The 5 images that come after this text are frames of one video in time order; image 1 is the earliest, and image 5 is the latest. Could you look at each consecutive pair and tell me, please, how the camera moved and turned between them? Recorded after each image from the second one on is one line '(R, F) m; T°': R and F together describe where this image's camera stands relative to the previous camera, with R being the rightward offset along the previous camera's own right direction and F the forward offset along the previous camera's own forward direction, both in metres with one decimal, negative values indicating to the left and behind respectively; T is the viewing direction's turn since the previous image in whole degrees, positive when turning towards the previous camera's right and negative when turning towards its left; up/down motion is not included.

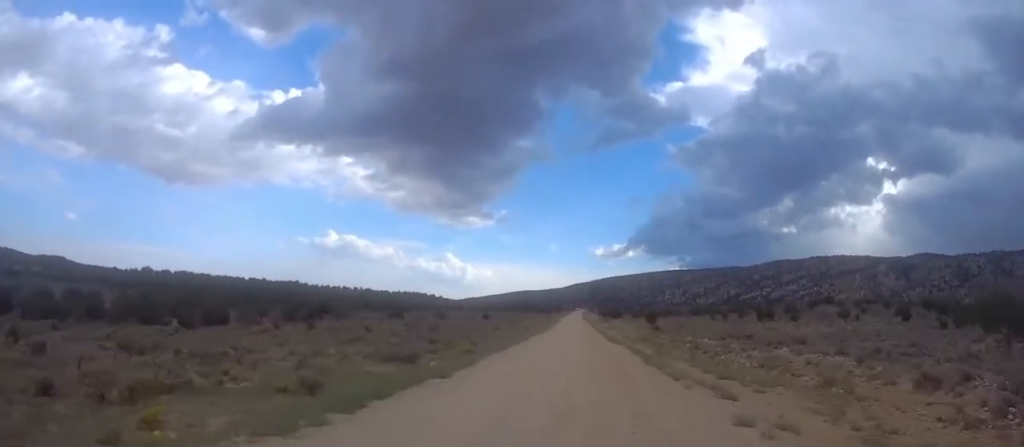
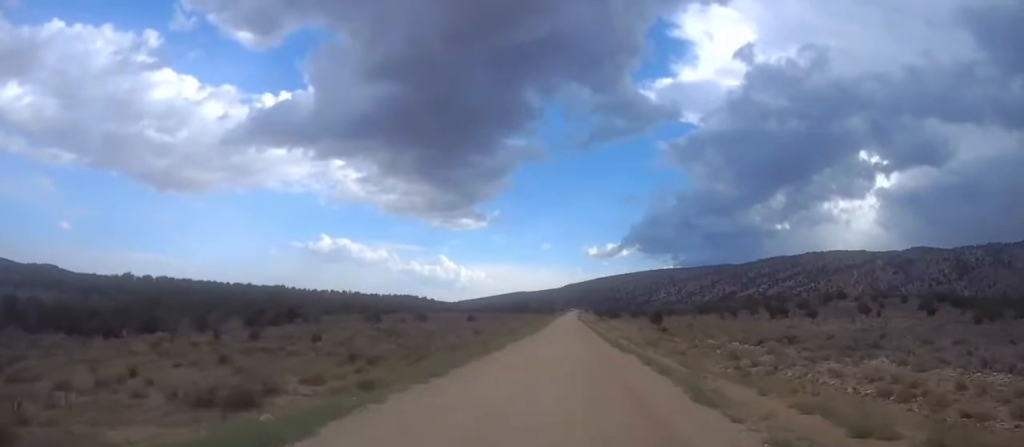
(0.0, +13.4) m; 0°
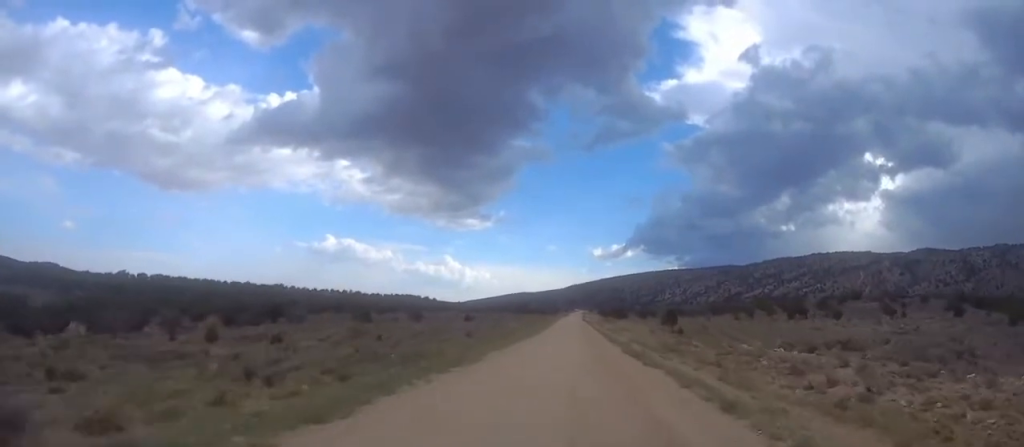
(+0.1, +9.2) m; 0°
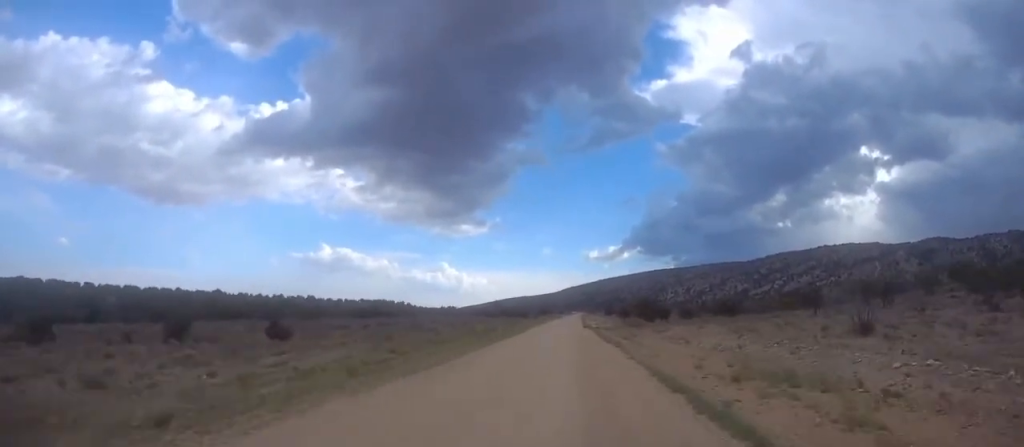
(-1.6, +82.6) m; -3°
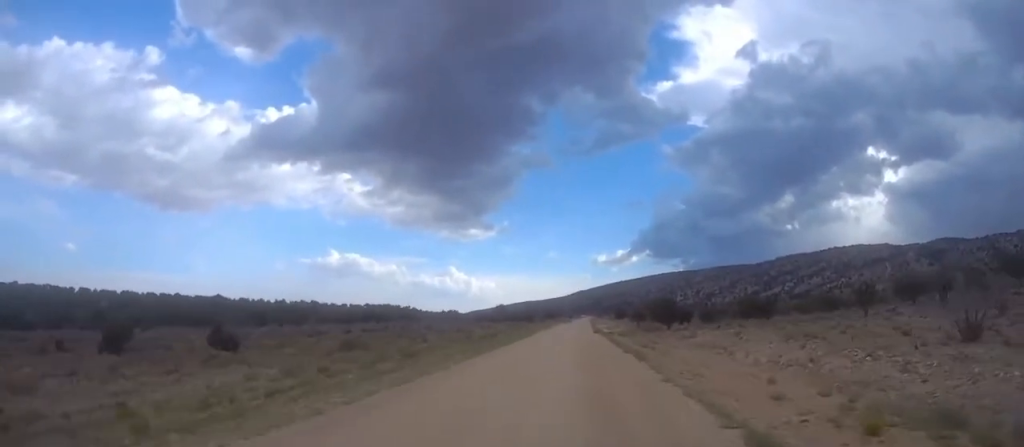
(-0.2, +9.4) m; 0°
